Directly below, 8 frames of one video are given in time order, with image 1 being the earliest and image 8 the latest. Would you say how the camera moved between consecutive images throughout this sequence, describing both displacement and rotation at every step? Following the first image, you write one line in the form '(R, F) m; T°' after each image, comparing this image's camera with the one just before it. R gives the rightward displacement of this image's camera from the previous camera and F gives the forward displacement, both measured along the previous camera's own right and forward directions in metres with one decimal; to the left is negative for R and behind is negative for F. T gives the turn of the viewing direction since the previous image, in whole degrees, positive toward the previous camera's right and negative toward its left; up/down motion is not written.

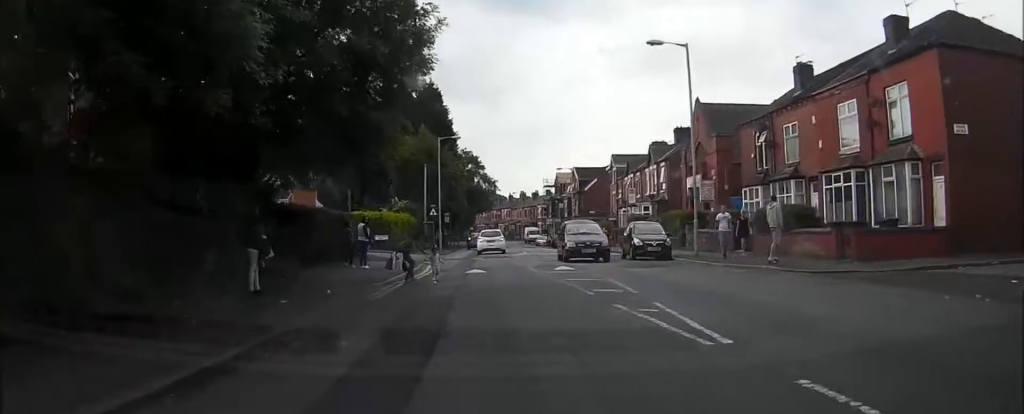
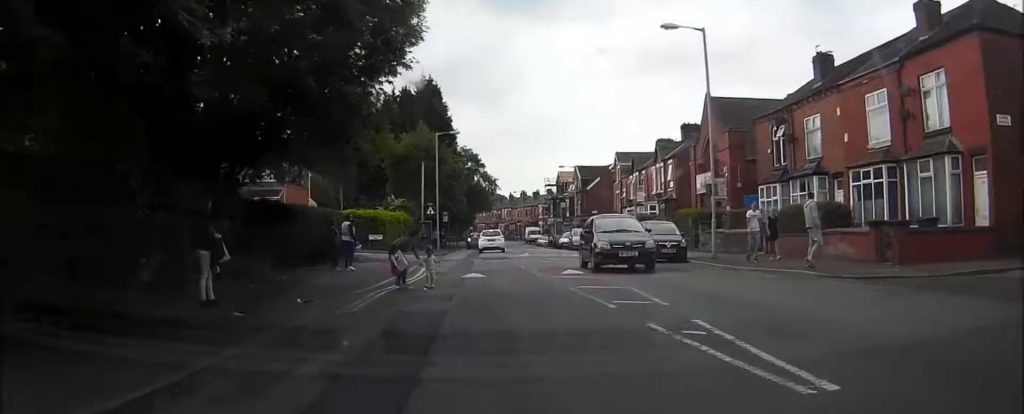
(0.0, +2.7) m; +1°
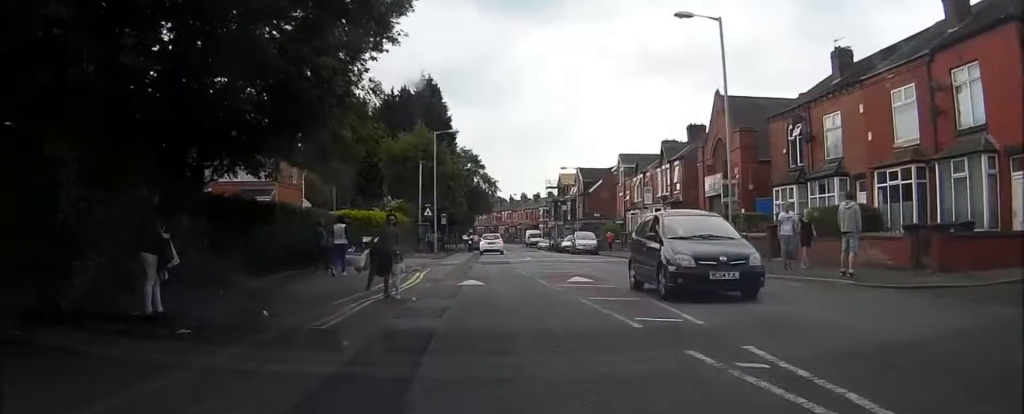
(+0.1, +2.2) m; +1°
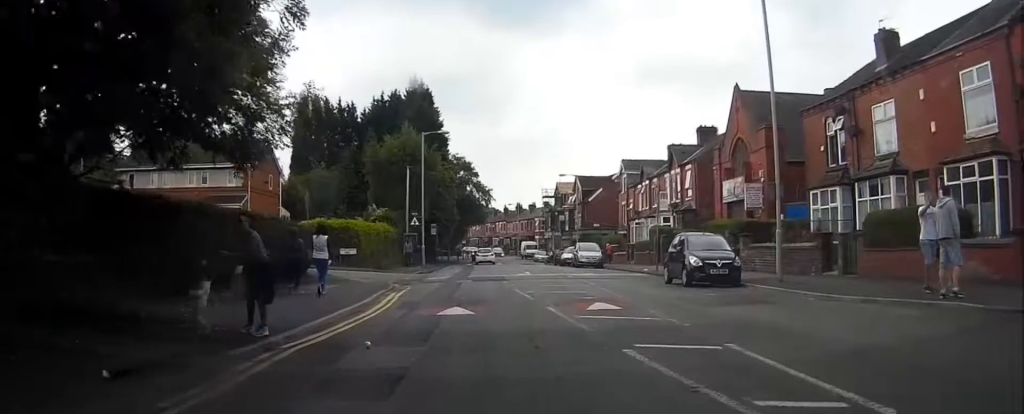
(0.0, +5.0) m; 0°
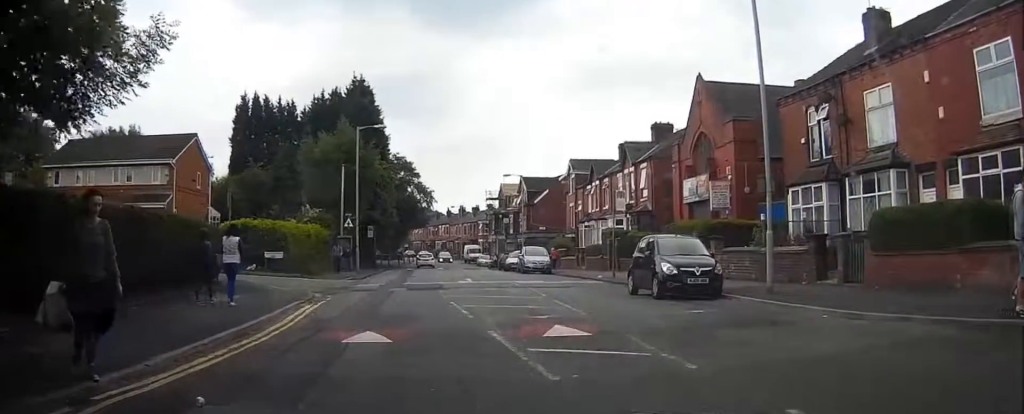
(0.0, +3.2) m; +1°
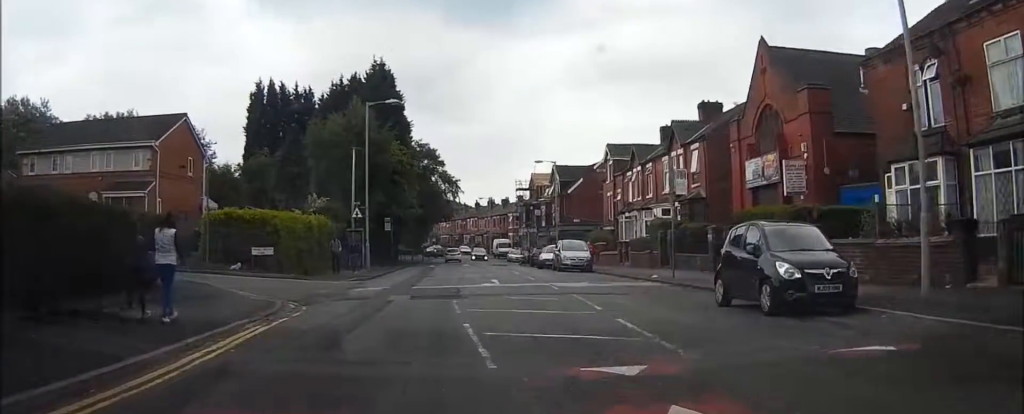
(+0.1, +5.8) m; -1°
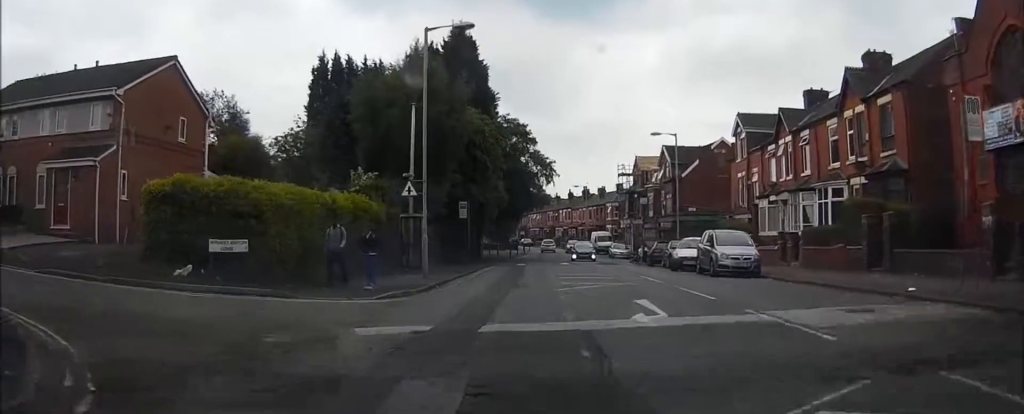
(-1.0, +12.4) m; -7°
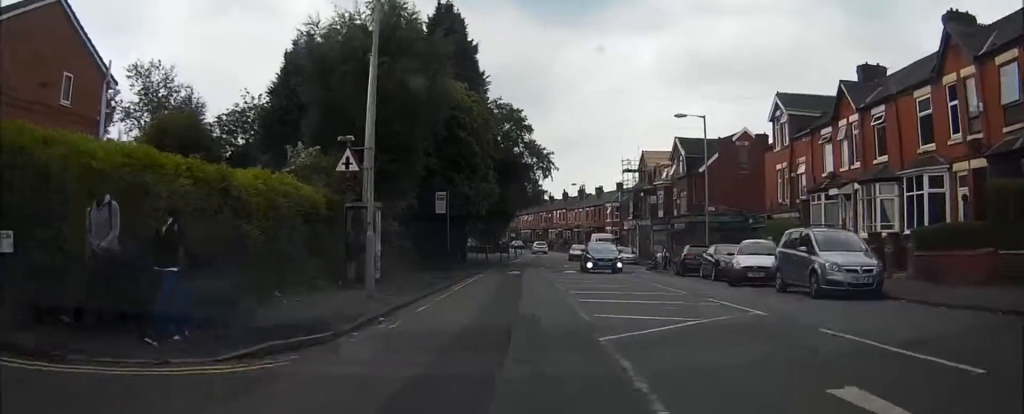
(0.0, +8.8) m; 0°
